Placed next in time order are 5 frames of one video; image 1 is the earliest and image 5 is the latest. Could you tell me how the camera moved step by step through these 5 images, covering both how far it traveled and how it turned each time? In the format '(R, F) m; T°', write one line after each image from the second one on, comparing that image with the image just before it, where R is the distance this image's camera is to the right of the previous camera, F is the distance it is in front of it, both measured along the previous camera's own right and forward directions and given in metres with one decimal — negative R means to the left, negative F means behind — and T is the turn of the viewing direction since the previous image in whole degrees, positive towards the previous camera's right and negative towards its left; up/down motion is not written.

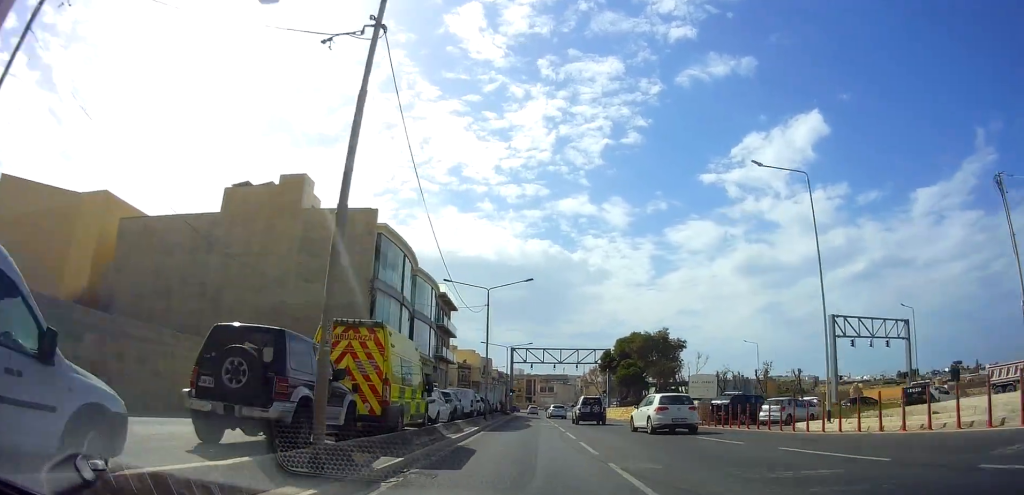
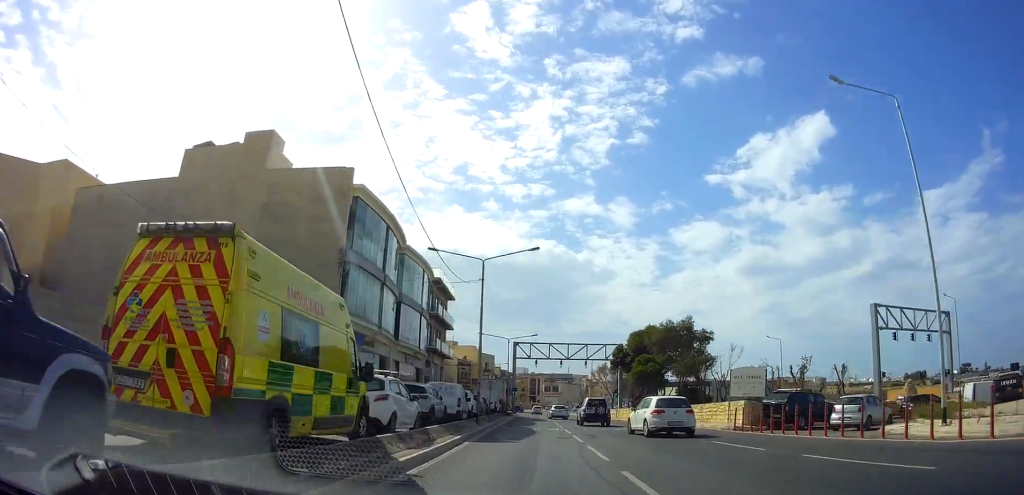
(-0.1, +6.5) m; -1°
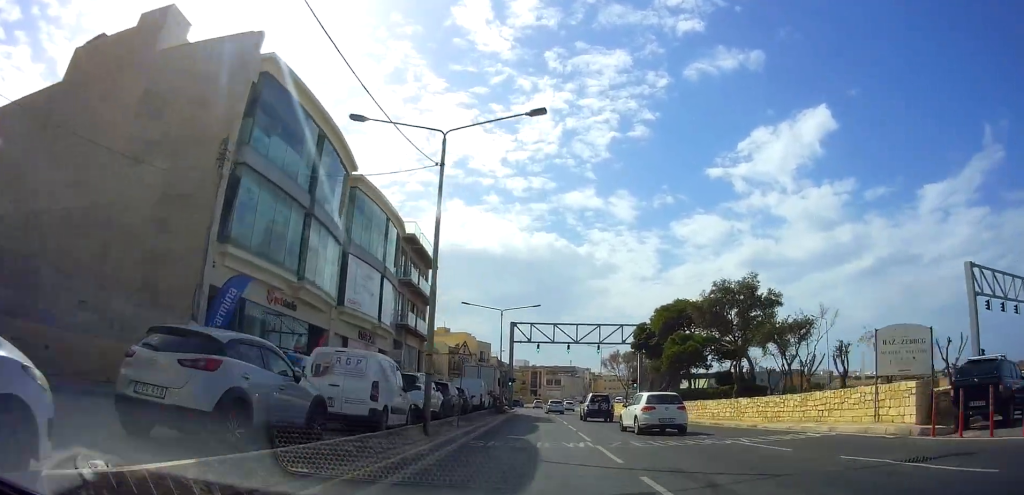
(0.0, +13.0) m; -1°
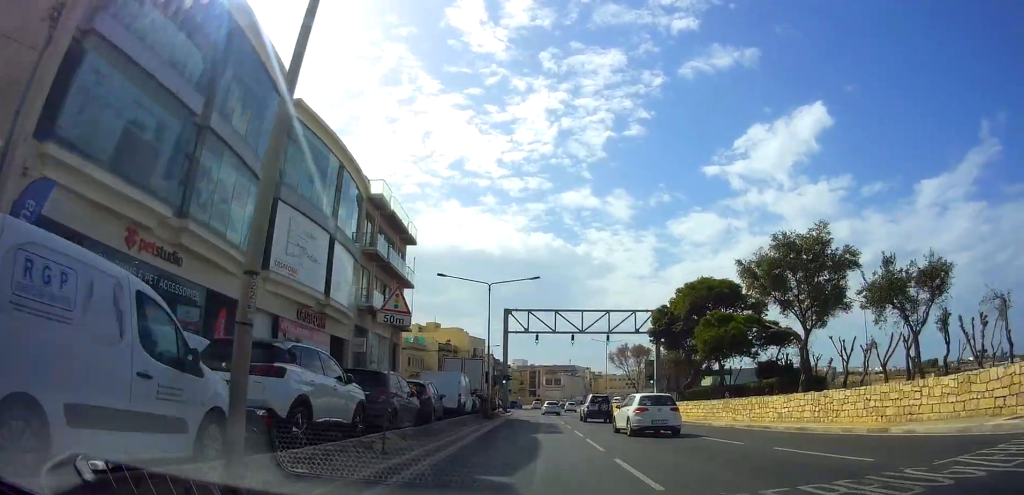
(-0.2, +9.0) m; 0°
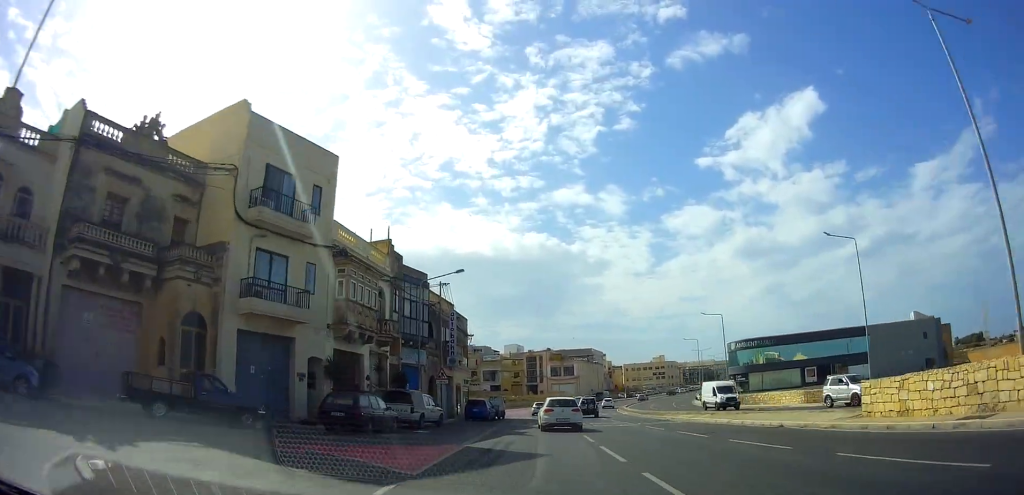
(+1.8, +76.7) m; 0°
